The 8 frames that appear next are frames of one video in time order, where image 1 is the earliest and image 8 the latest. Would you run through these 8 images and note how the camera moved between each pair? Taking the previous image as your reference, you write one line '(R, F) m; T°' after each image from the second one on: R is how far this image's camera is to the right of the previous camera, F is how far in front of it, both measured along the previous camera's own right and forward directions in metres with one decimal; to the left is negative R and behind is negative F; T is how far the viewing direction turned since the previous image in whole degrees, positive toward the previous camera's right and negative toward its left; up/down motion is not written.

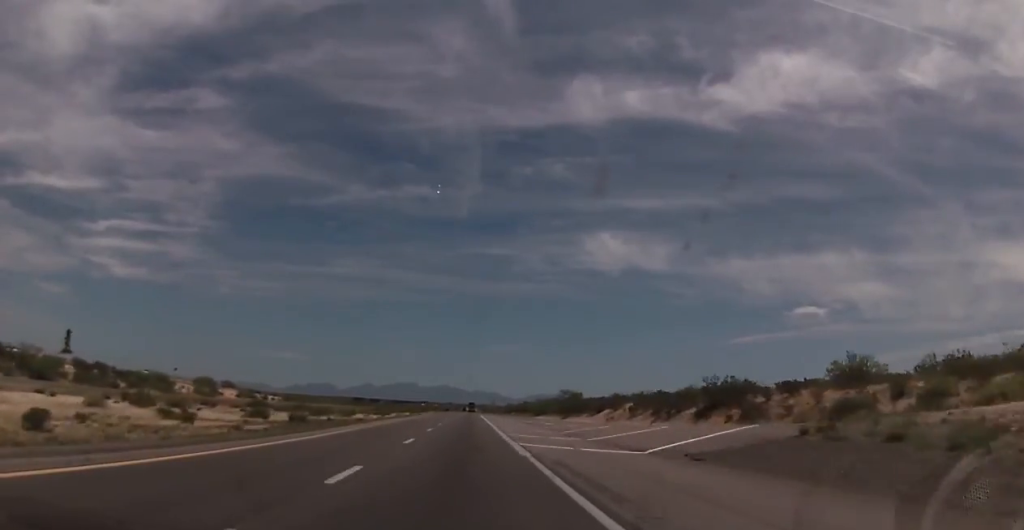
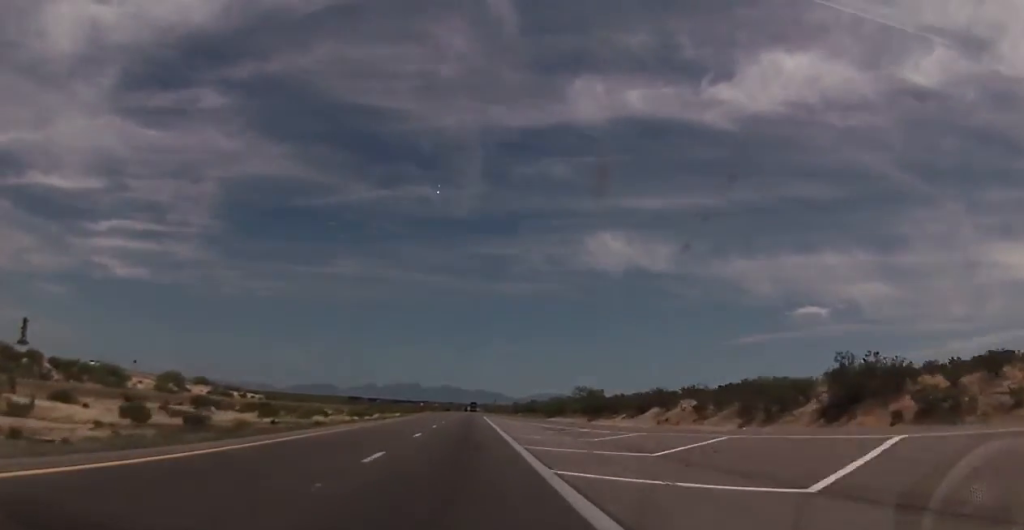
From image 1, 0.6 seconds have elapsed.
(0.0, +20.7) m; 0°
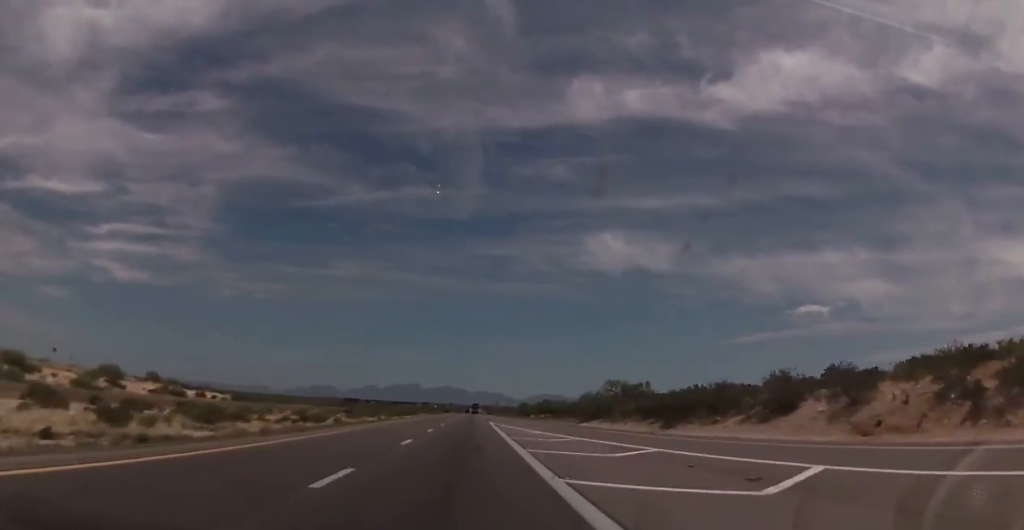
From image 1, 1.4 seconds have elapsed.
(0.0, +29.2) m; -1°
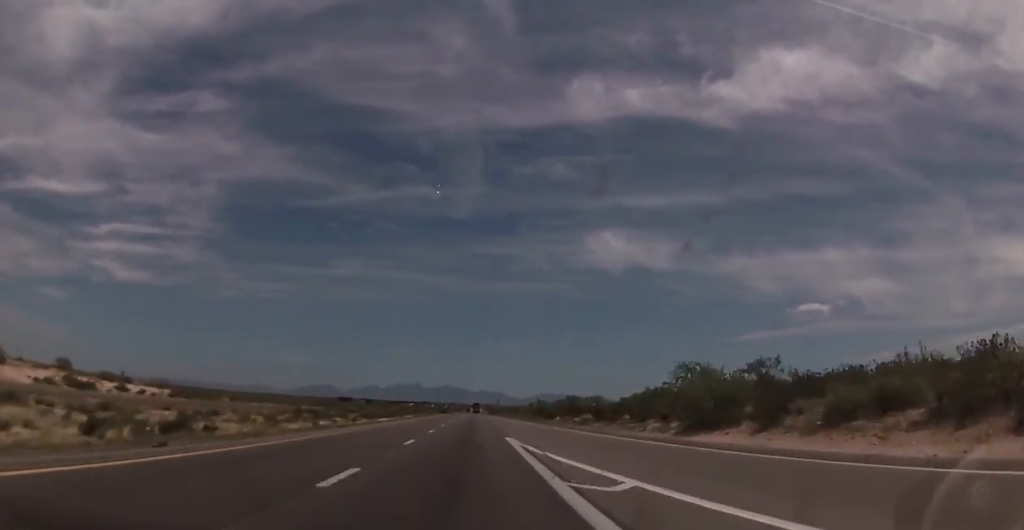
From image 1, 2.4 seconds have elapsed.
(-0.4, +36.5) m; 0°
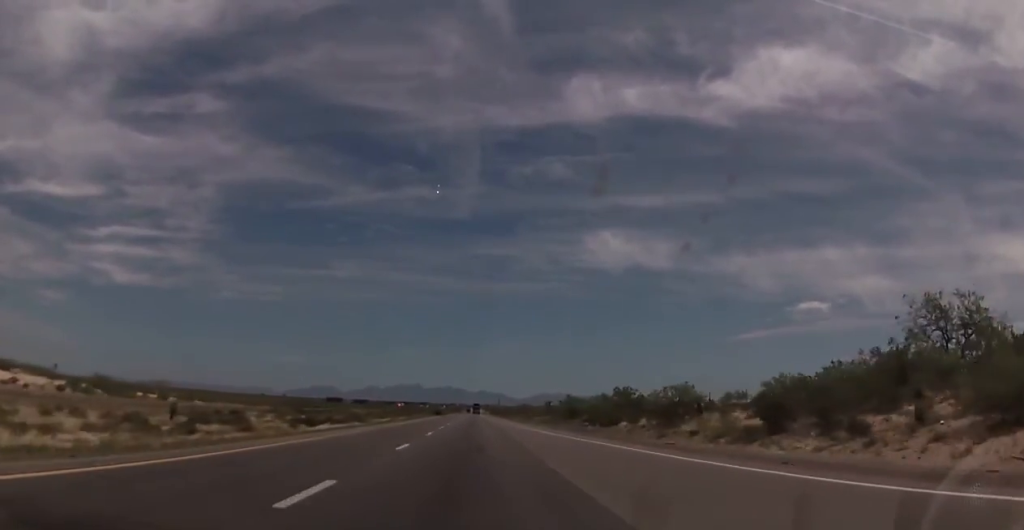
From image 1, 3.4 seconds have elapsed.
(+0.4, +39.0) m; 0°
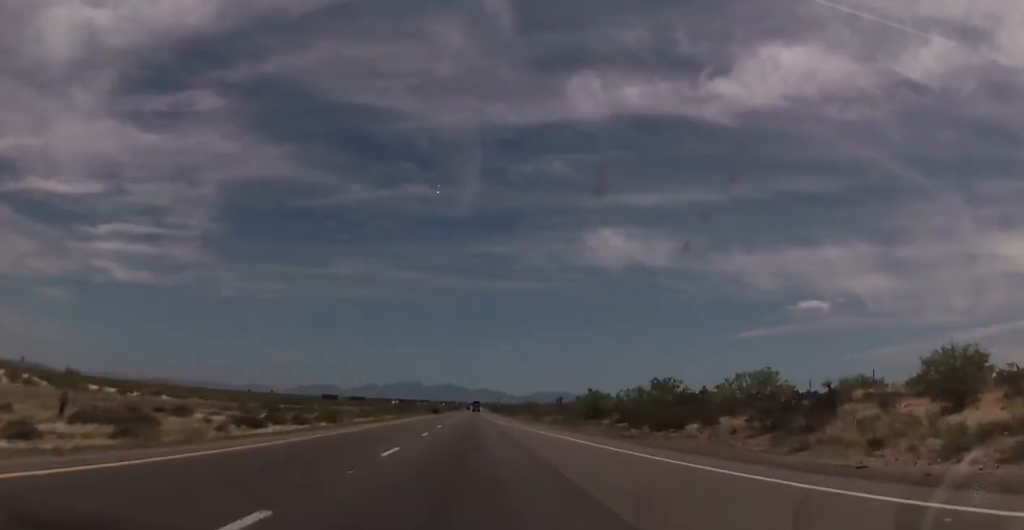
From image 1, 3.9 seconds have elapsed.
(-0.3, +15.8) m; 0°
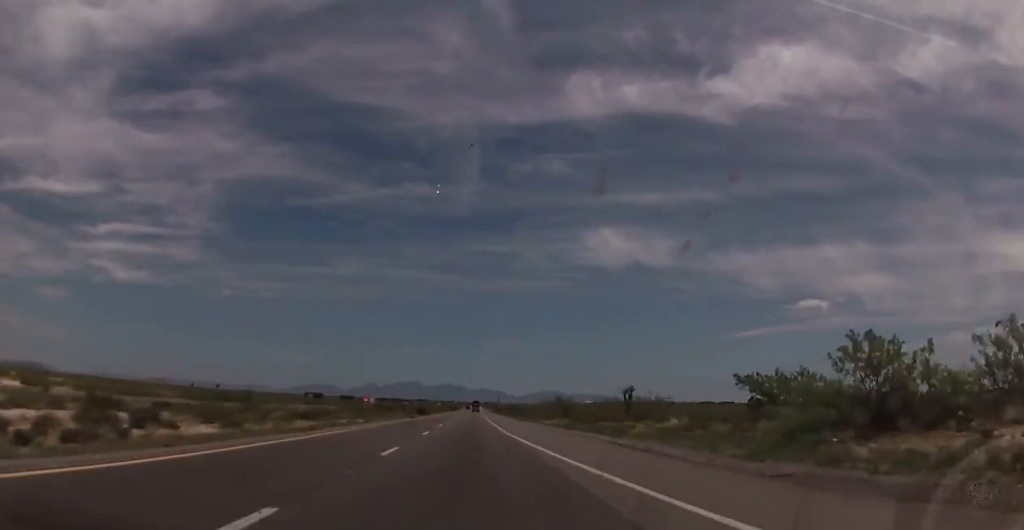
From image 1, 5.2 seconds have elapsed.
(+0.4, +48.8) m; 0°
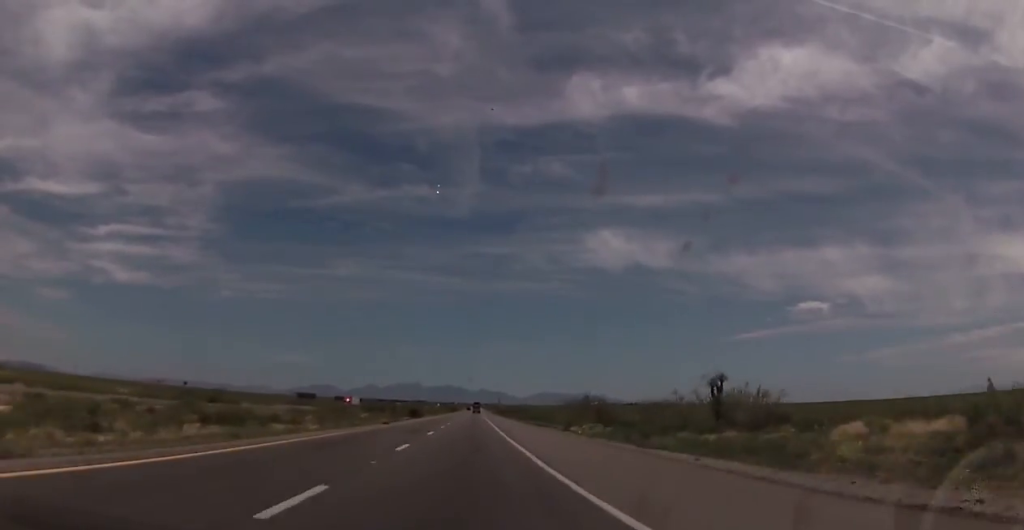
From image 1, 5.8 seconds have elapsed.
(-0.3, +22.0) m; 0°
